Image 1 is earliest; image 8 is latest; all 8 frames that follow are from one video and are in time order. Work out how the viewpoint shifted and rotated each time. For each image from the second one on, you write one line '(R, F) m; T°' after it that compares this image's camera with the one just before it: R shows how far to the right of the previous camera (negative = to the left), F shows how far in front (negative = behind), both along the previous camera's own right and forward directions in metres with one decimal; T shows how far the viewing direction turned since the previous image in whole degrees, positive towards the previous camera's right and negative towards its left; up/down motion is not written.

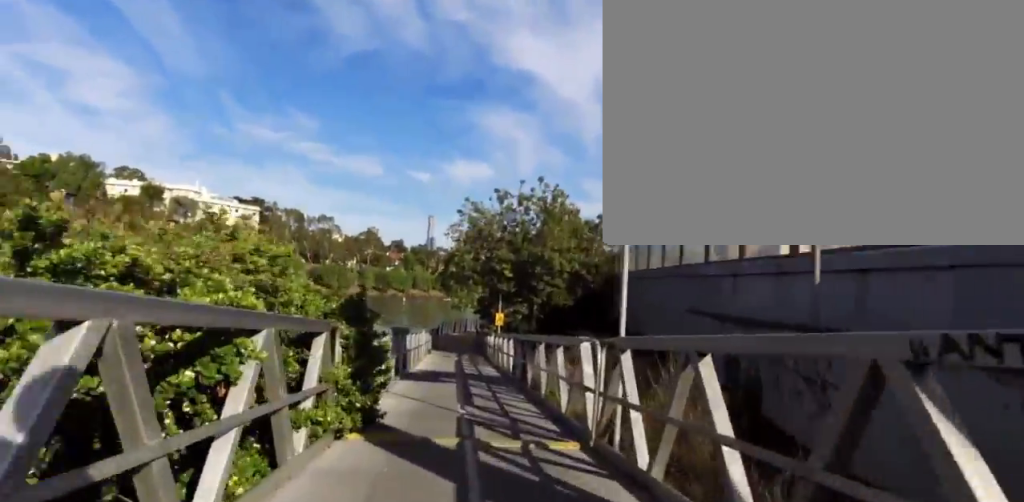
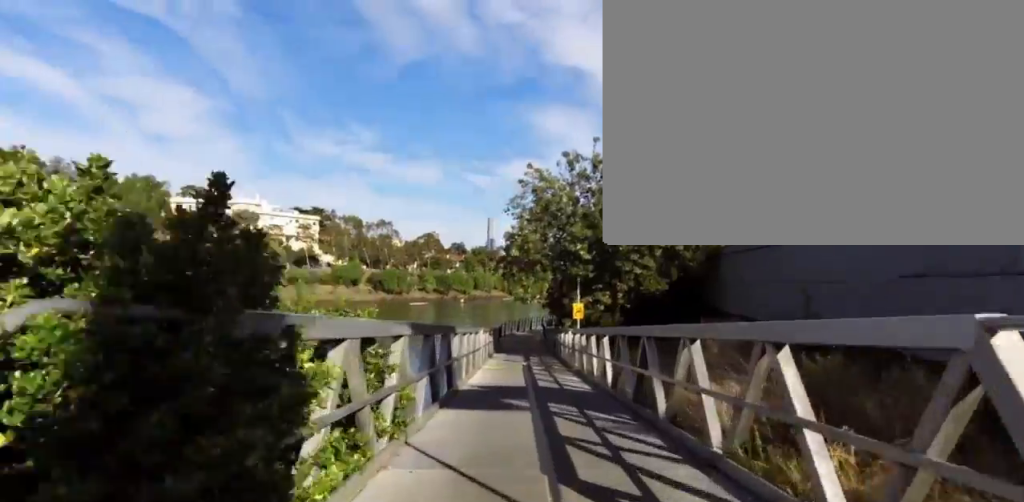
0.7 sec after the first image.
(0.0, +4.5) m; +2°
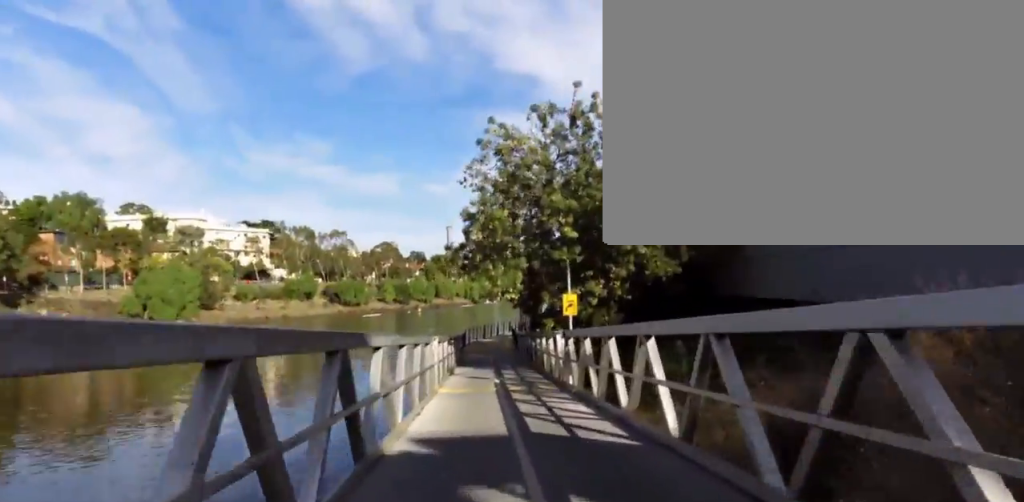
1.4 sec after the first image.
(+0.1, +4.7) m; +2°
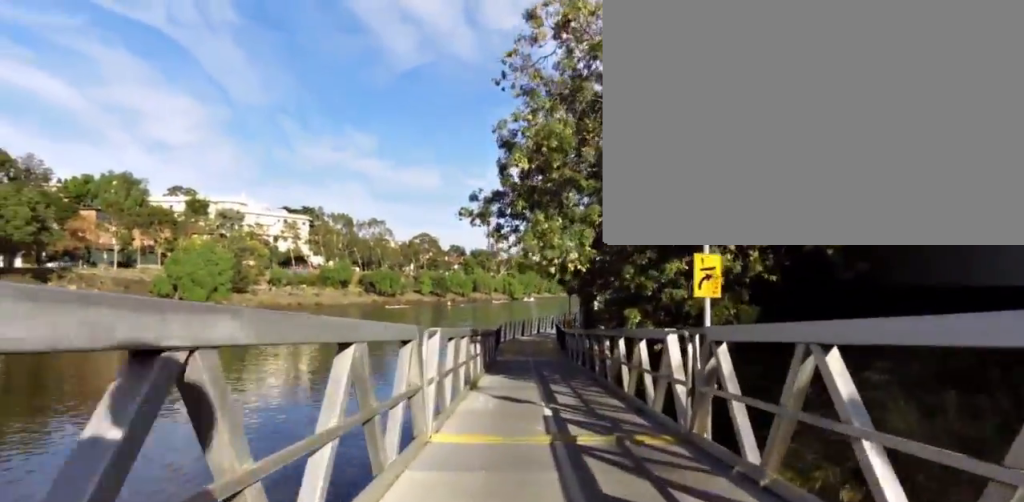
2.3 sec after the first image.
(+0.2, +6.4) m; +2°
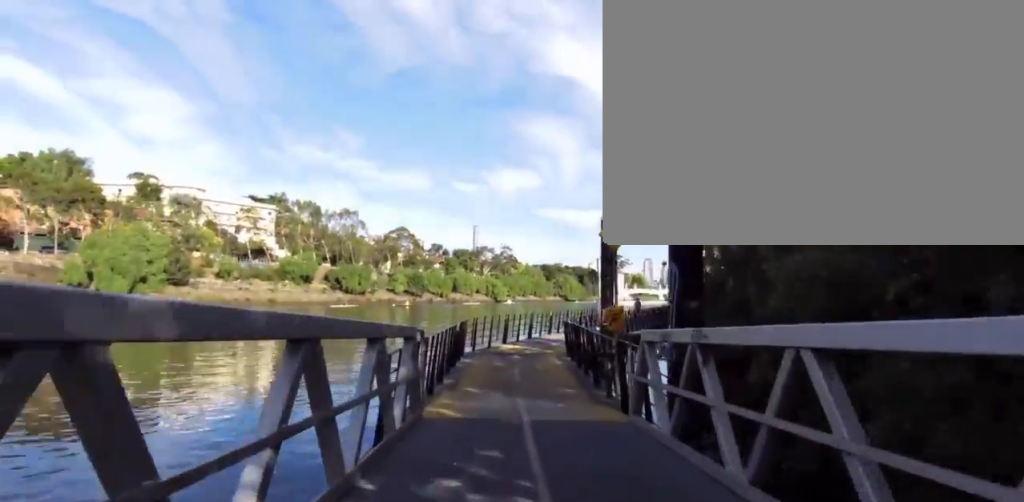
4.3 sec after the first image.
(0.0, +14.9) m; 0°
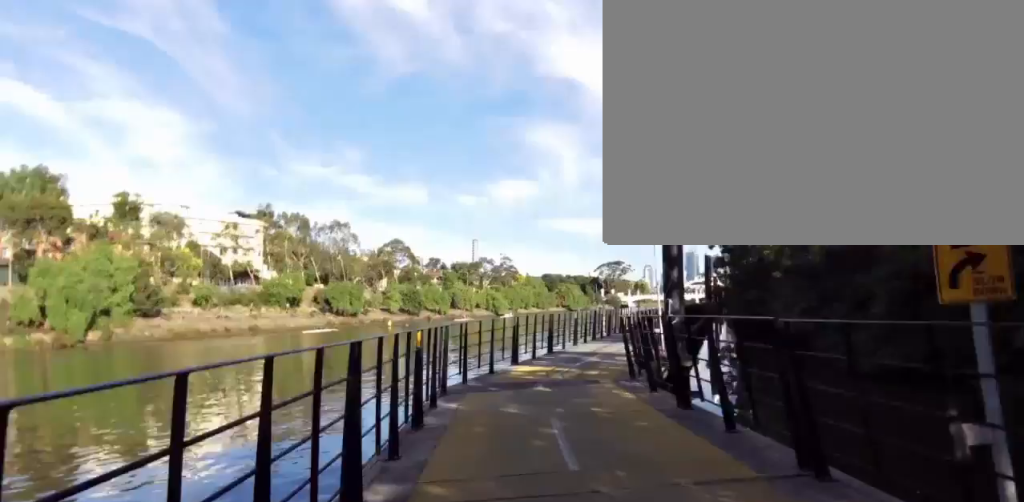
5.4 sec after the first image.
(0.0, +7.7) m; -2°
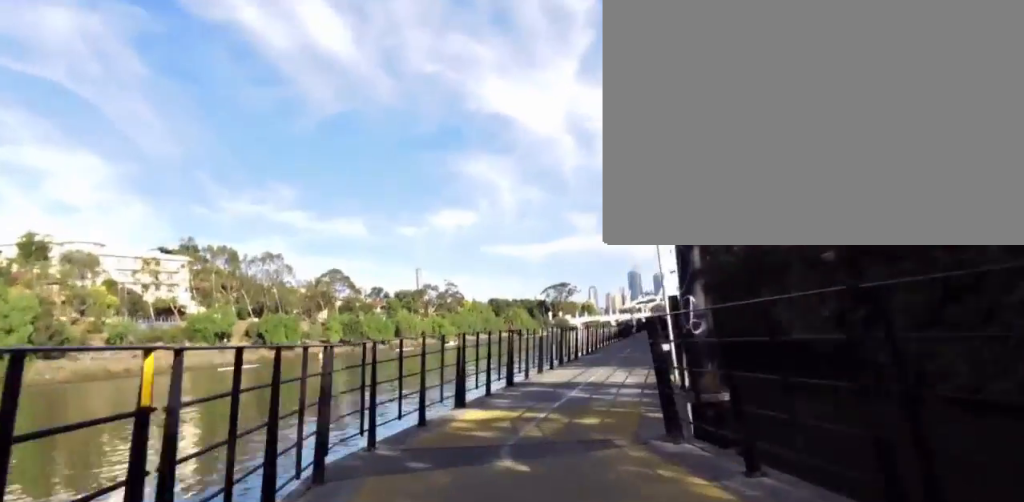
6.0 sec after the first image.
(+0.1, +4.4) m; -3°
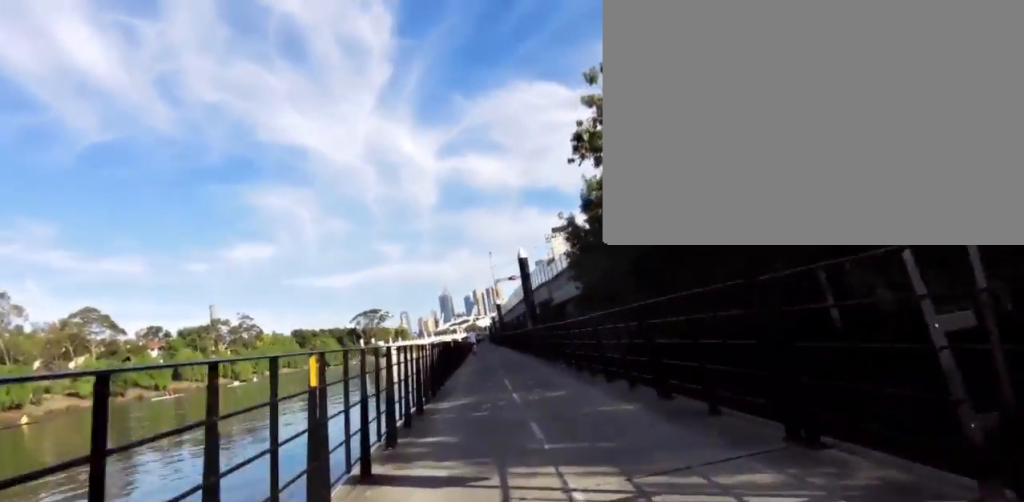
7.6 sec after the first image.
(+1.2, +11.1) m; +18°
